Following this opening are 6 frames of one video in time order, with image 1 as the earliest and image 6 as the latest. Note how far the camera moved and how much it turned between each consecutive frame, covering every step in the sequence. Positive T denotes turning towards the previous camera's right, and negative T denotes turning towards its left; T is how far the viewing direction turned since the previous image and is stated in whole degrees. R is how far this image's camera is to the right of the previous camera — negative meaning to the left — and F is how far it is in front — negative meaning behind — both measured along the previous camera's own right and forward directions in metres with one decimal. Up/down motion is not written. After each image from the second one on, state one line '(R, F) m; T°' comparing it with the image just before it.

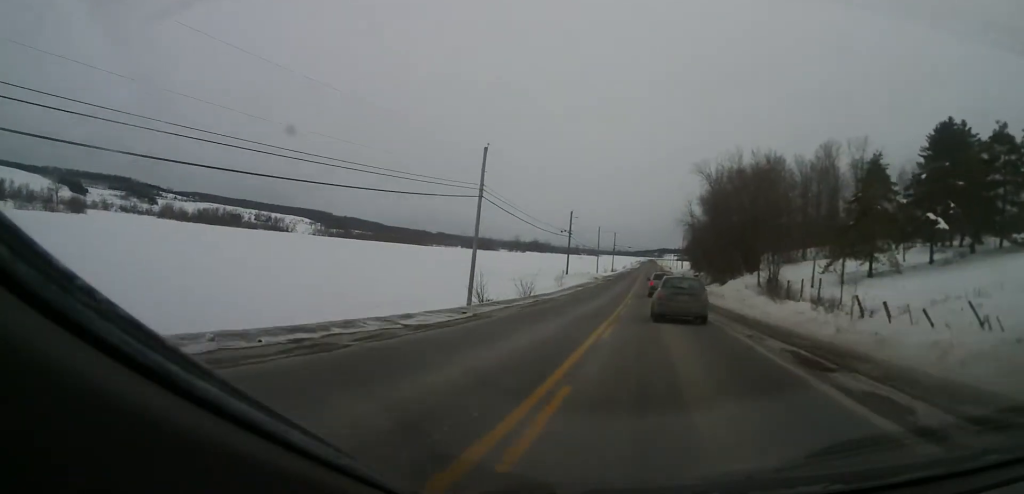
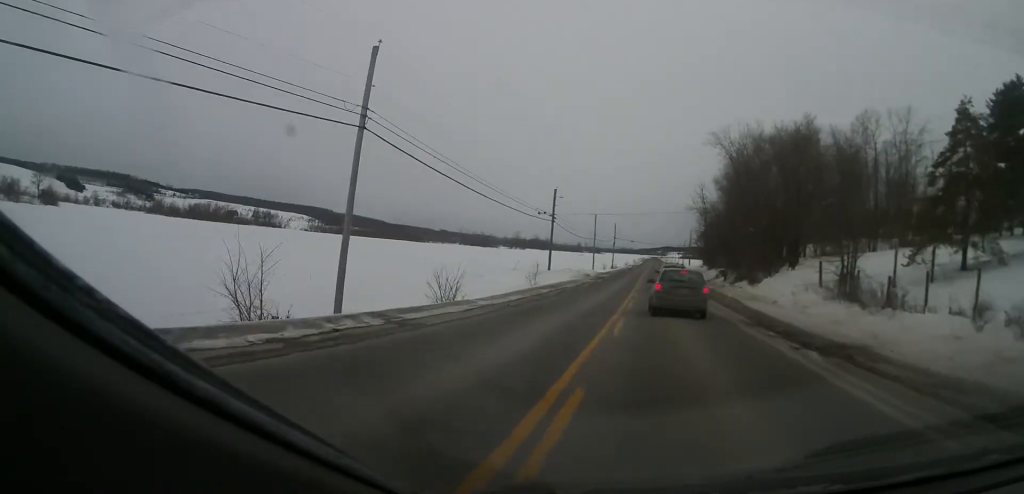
(0.0, +18.1) m; 0°
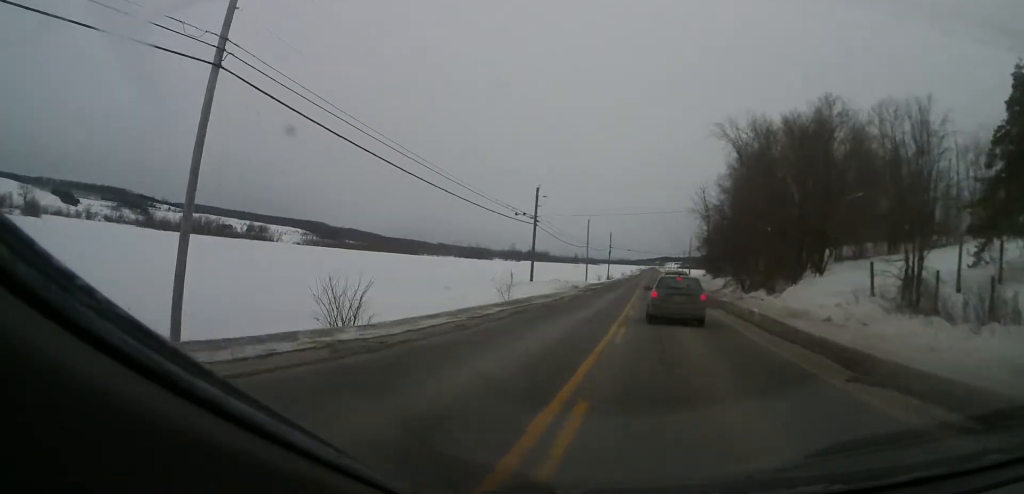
(0.0, +10.4) m; 0°
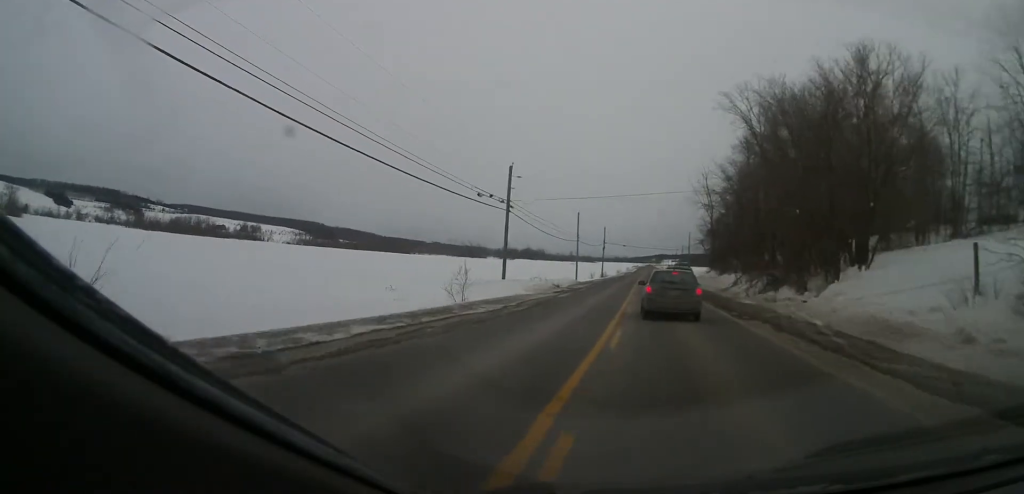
(+0.1, +12.3) m; 0°
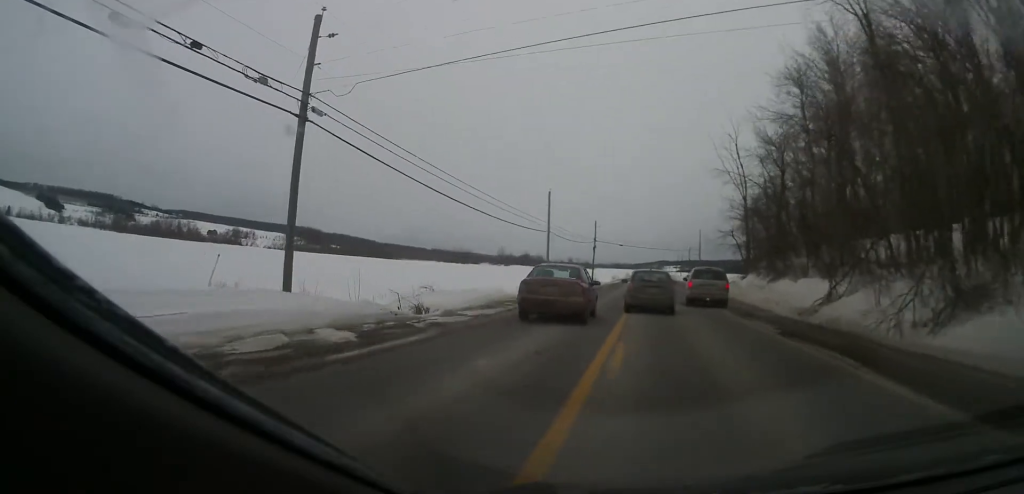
(-0.7, +39.1) m; 0°
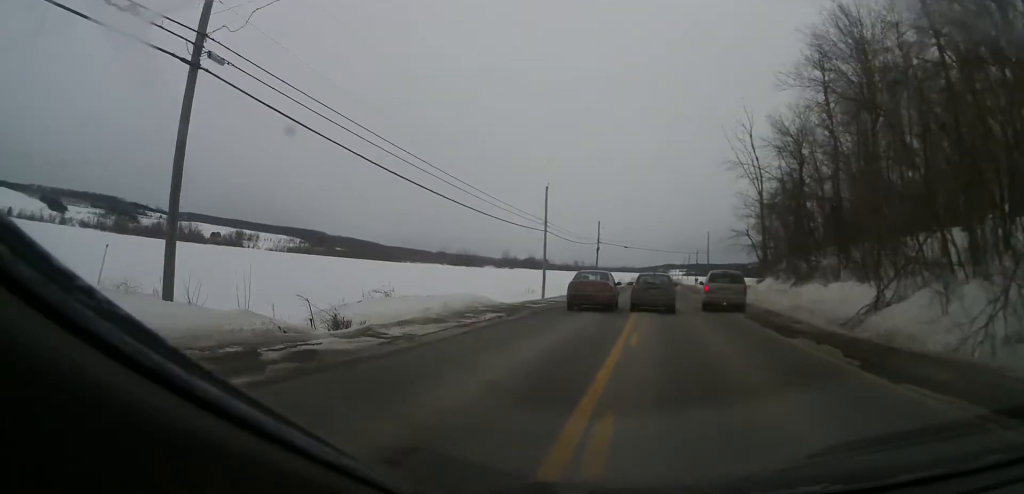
(+0.1, +7.5) m; 0°
